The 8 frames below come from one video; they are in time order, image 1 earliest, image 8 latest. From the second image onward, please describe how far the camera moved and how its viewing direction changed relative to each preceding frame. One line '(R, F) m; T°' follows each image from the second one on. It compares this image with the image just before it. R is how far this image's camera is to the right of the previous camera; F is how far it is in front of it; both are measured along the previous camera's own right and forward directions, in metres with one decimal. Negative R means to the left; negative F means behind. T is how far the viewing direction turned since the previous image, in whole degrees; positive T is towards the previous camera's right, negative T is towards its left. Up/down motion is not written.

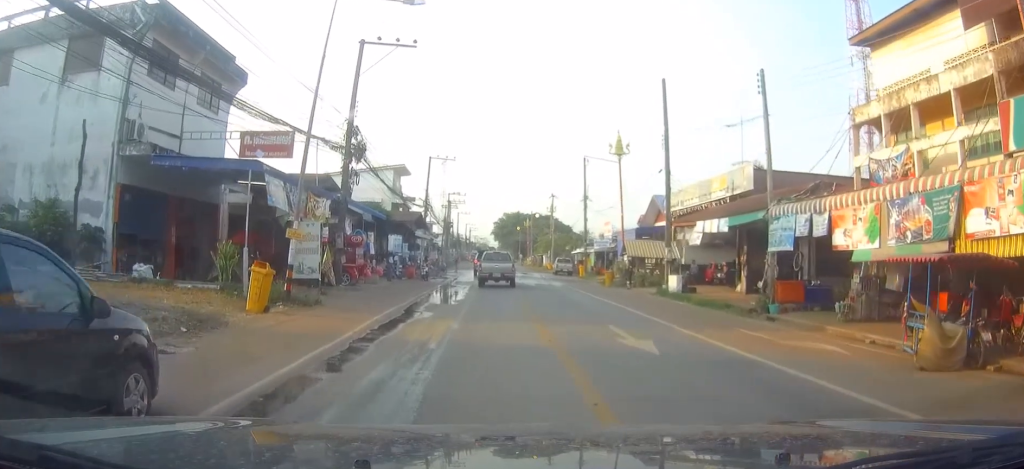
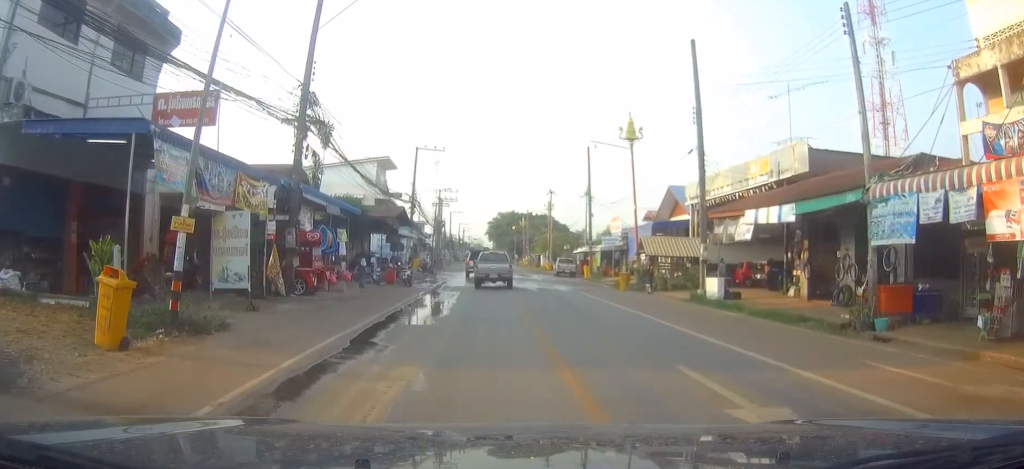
(-0.1, +6.5) m; -1°
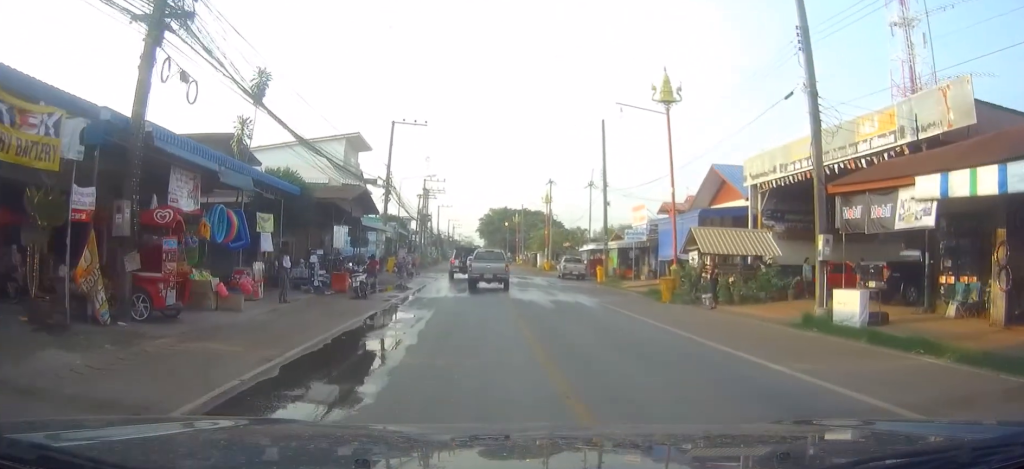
(+0.2, +11.2) m; +1°
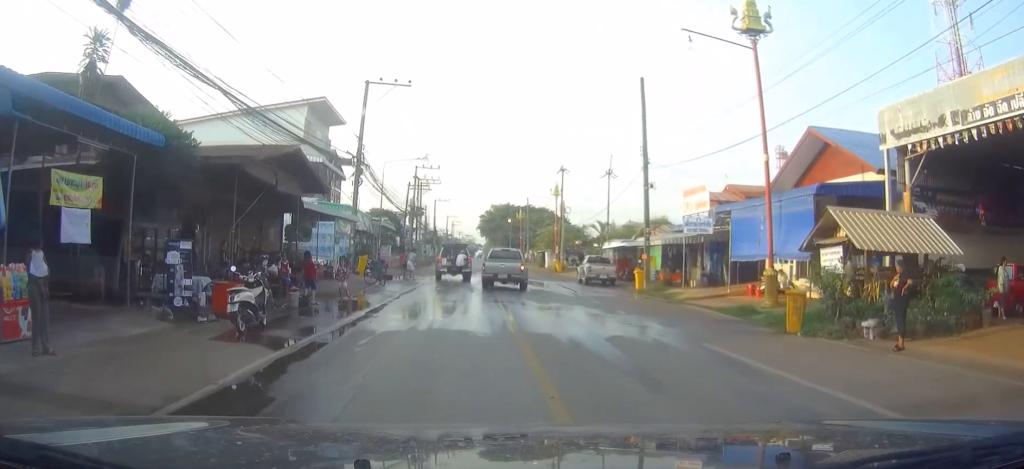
(0.0, +12.4) m; 0°
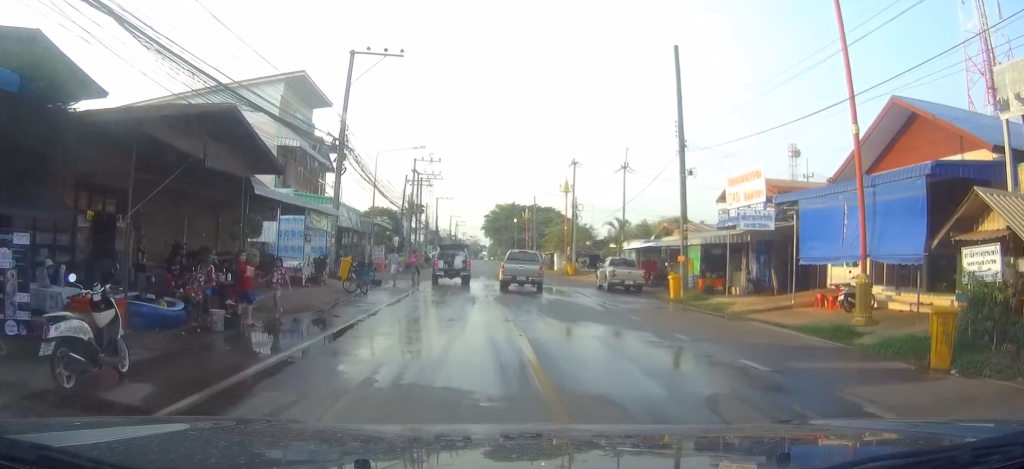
(+0.1, +6.1) m; -1°
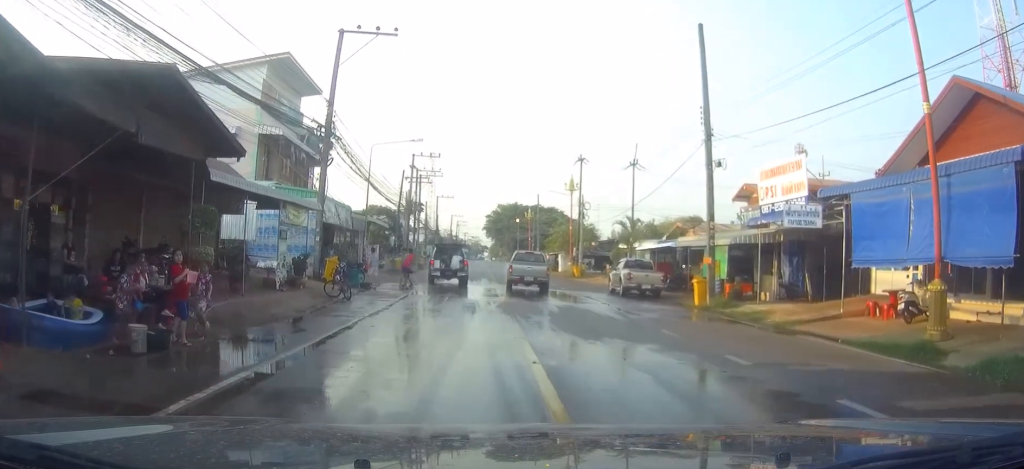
(-0.1, +3.4) m; -1°
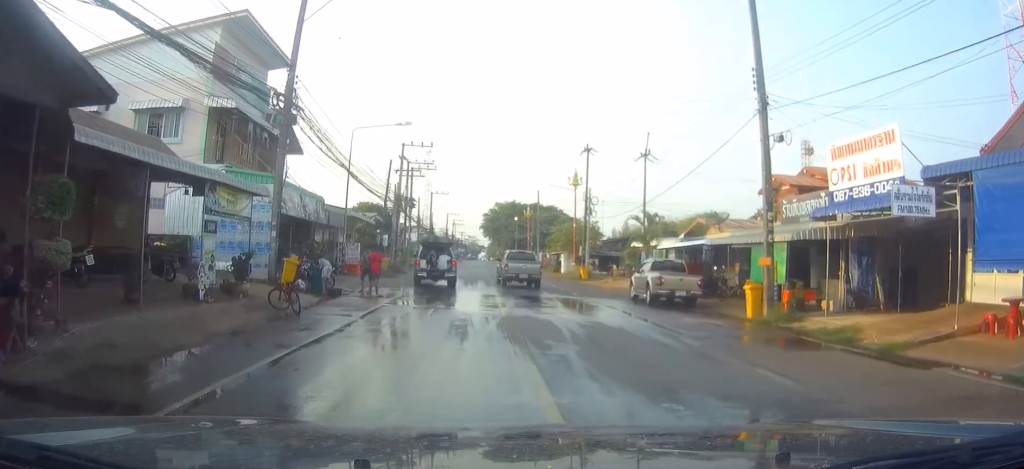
(-0.1, +6.1) m; +1°
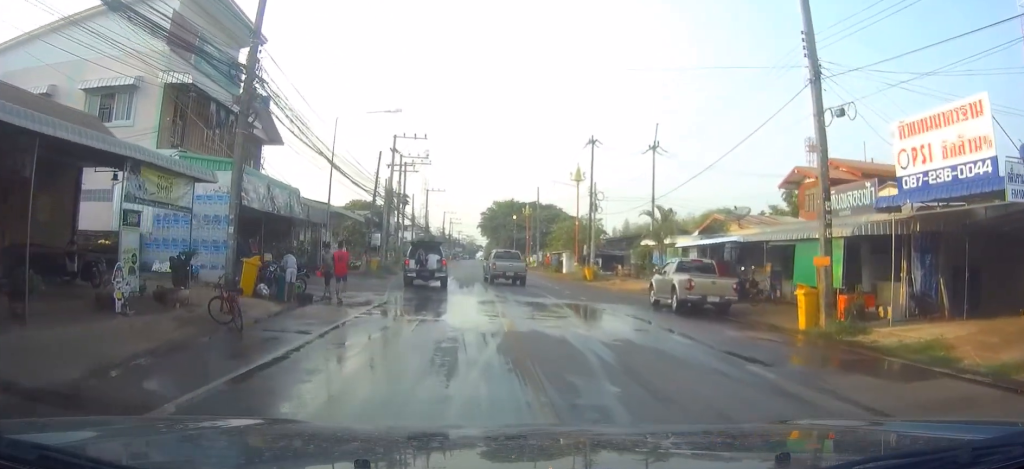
(0.0, +4.2) m; +2°
